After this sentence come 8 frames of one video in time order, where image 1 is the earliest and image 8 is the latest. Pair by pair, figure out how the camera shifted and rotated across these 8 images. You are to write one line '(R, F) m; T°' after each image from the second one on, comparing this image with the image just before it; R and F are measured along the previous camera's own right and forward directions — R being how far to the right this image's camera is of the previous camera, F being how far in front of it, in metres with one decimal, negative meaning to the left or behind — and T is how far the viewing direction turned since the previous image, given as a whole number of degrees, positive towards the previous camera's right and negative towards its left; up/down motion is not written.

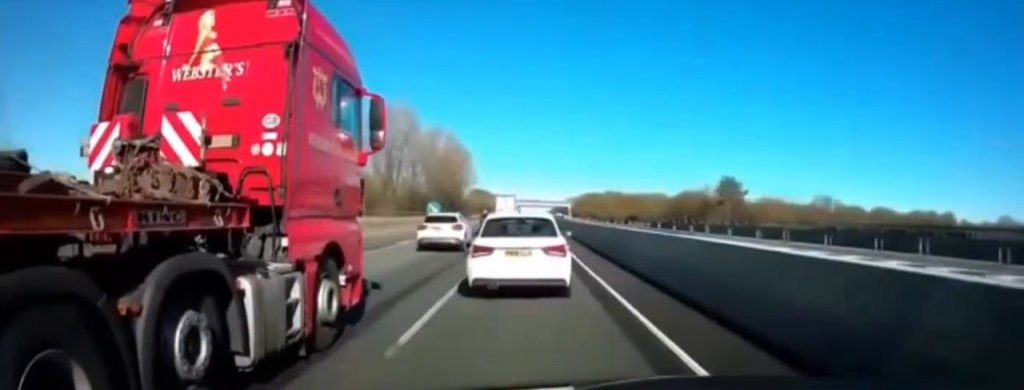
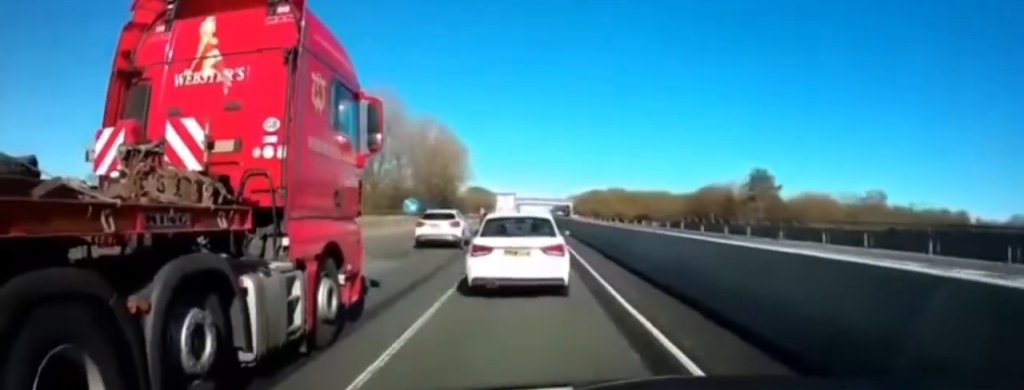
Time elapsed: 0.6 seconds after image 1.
(+0.2, +12.1) m; 0°
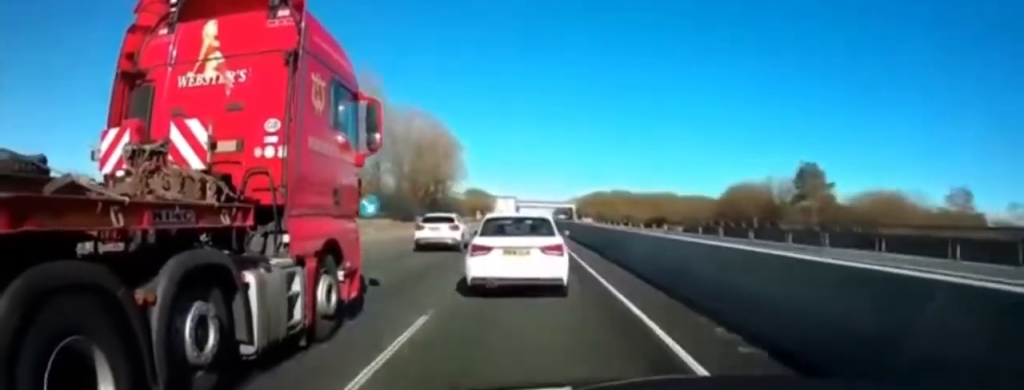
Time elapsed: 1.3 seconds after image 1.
(-0.1, +14.3) m; 0°
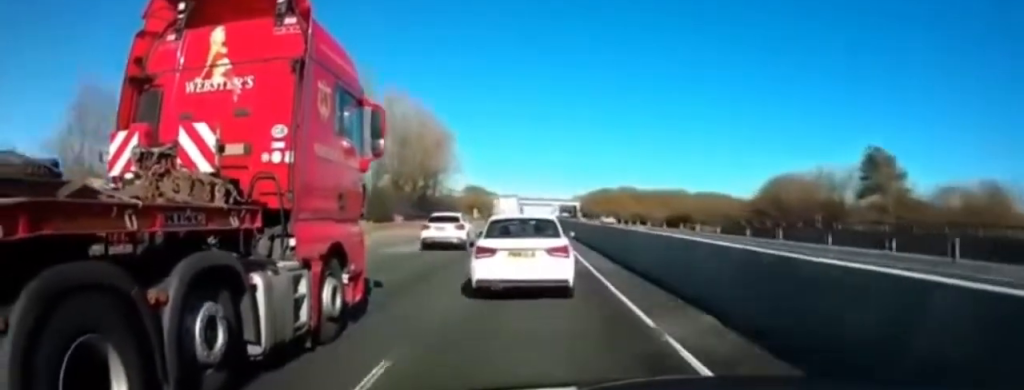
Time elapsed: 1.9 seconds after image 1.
(-0.1, +13.0) m; 0°
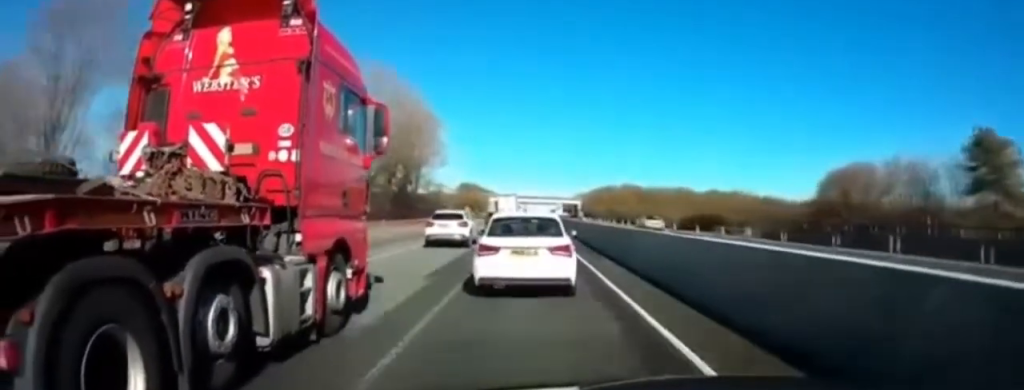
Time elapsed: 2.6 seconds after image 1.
(0.0, +14.3) m; +1°
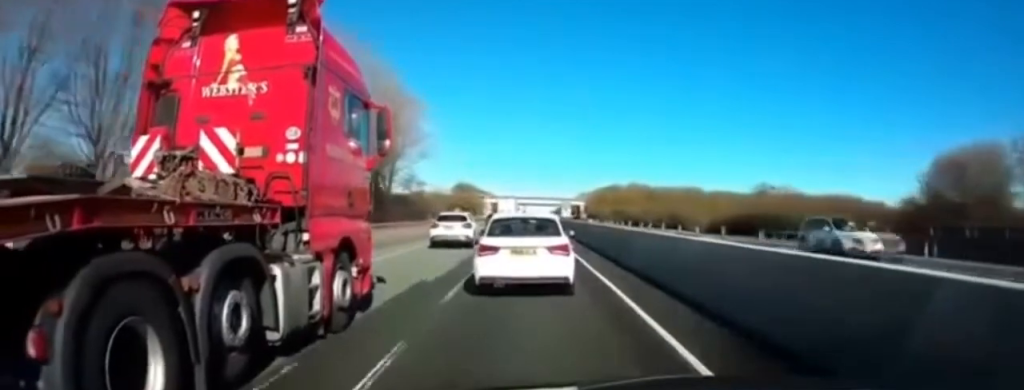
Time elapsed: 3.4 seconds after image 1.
(+0.1, +16.4) m; 0°
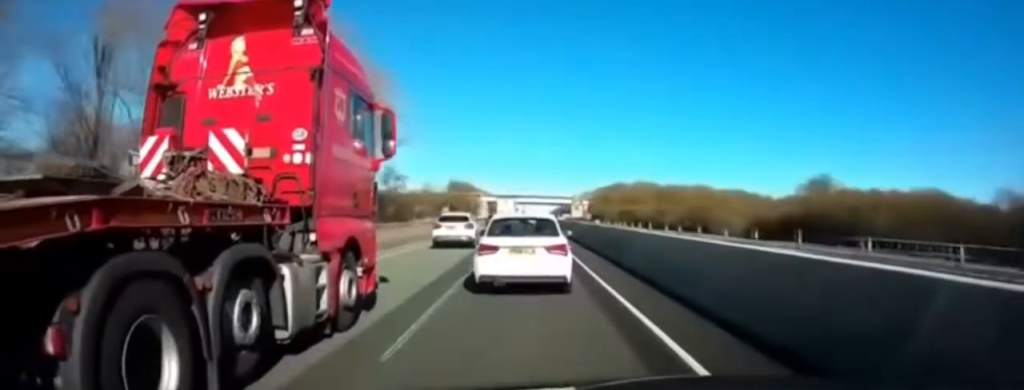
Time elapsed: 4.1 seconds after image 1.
(0.0, +14.3) m; 0°
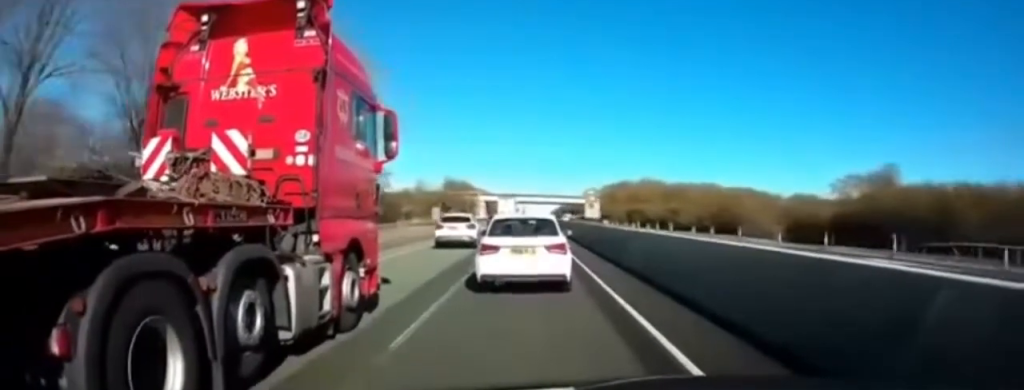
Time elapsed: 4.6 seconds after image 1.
(-0.1, +9.6) m; 0°
